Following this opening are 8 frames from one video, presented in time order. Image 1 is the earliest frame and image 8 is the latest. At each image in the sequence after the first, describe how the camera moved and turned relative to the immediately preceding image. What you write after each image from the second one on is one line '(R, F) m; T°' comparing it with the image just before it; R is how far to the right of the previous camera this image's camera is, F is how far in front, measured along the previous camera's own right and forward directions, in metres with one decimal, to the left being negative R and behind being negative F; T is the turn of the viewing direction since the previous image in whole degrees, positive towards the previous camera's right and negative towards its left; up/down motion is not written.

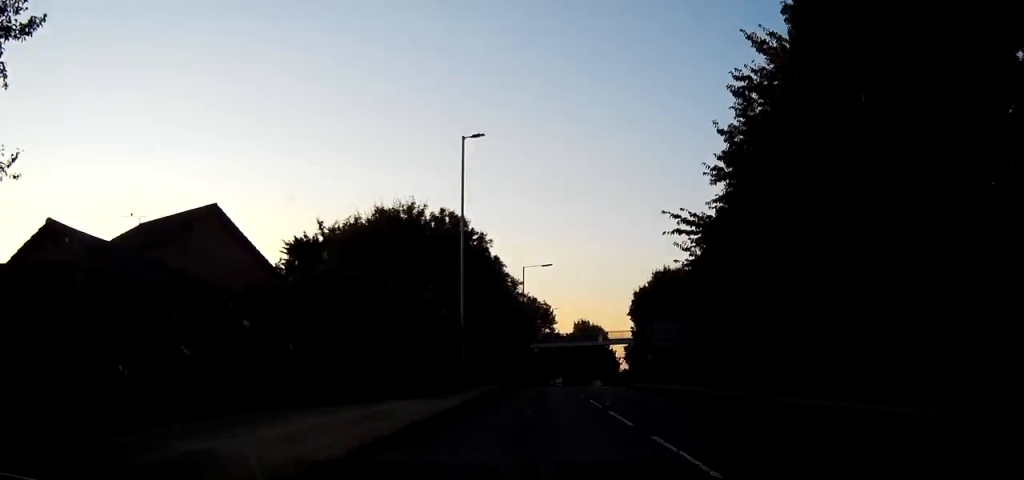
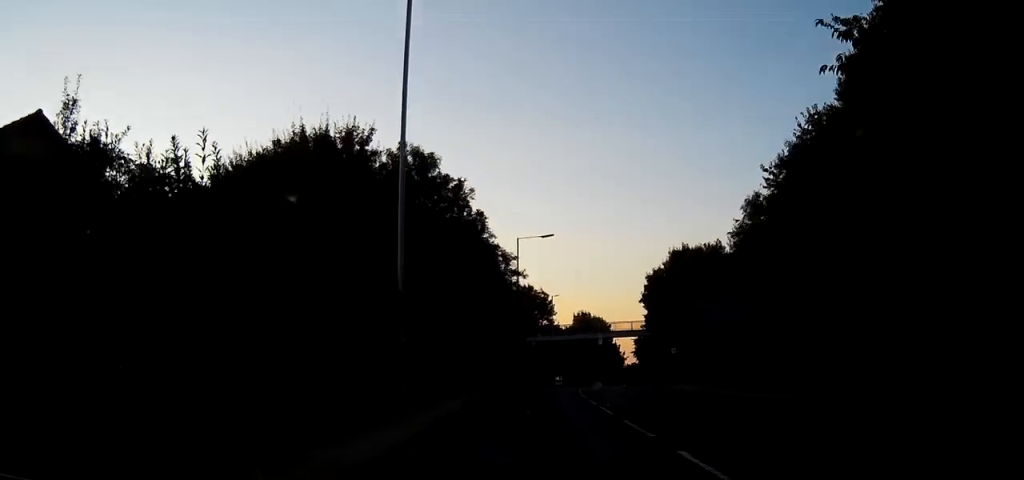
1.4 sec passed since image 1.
(-0.1, +13.5) m; 0°
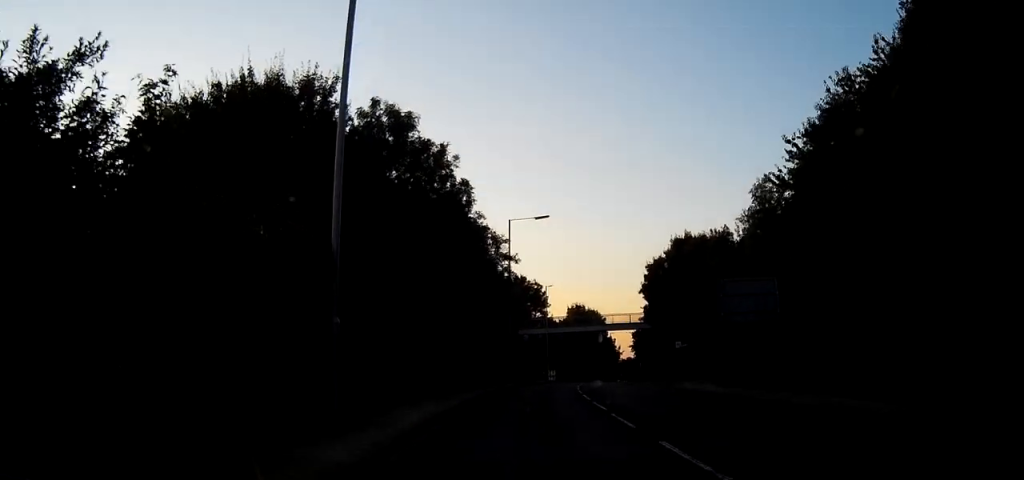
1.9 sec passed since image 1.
(0.0, +4.8) m; +1°
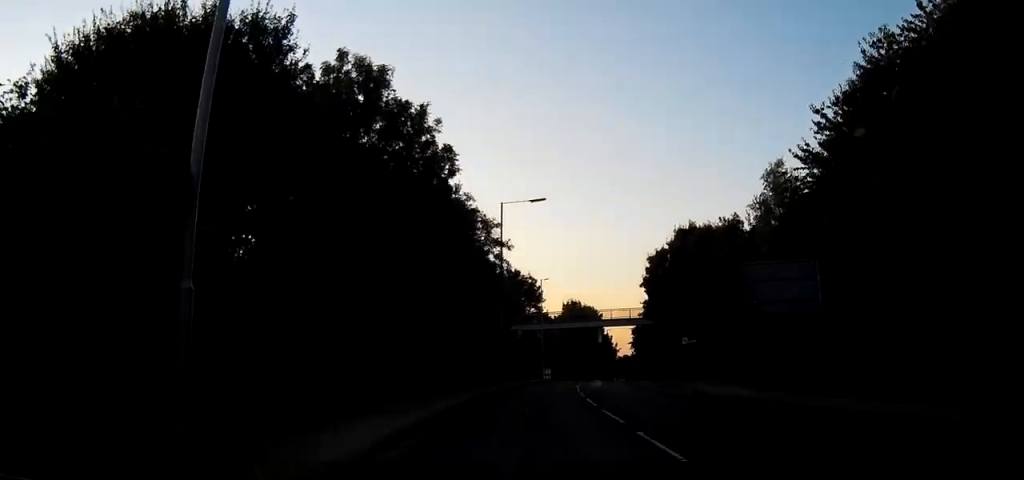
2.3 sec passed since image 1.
(0.0, +4.5) m; +1°
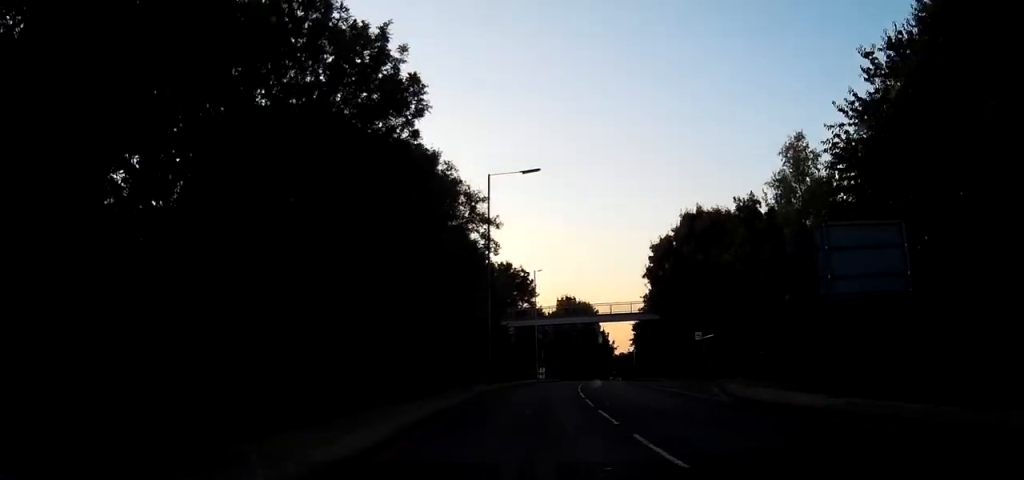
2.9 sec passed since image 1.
(+0.1, +6.3) m; +4°
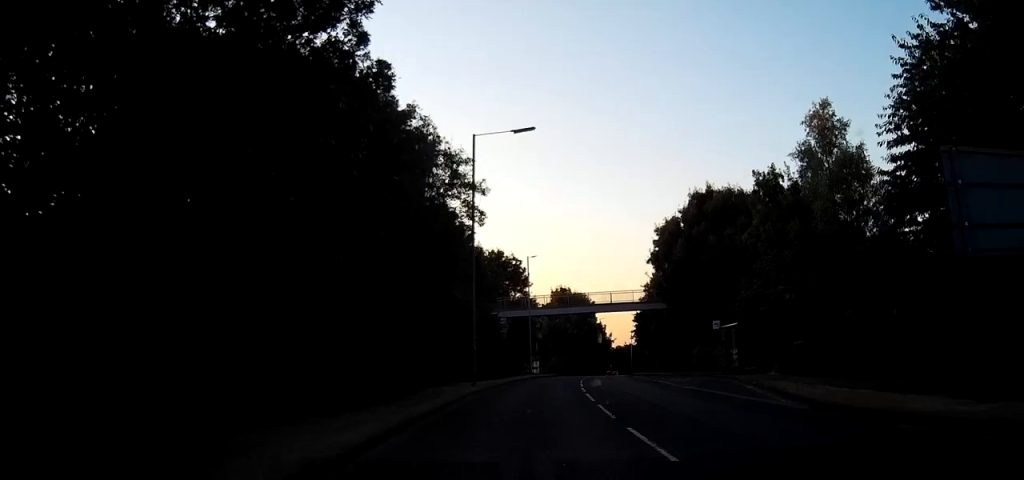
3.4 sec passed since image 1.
(0.0, +6.0) m; +2°
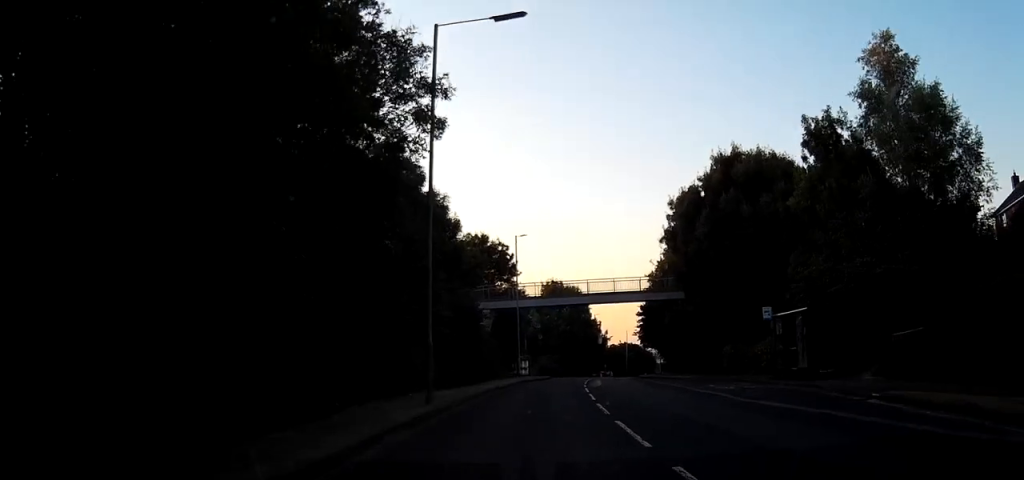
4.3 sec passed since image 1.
(+0.9, +10.6) m; -1°
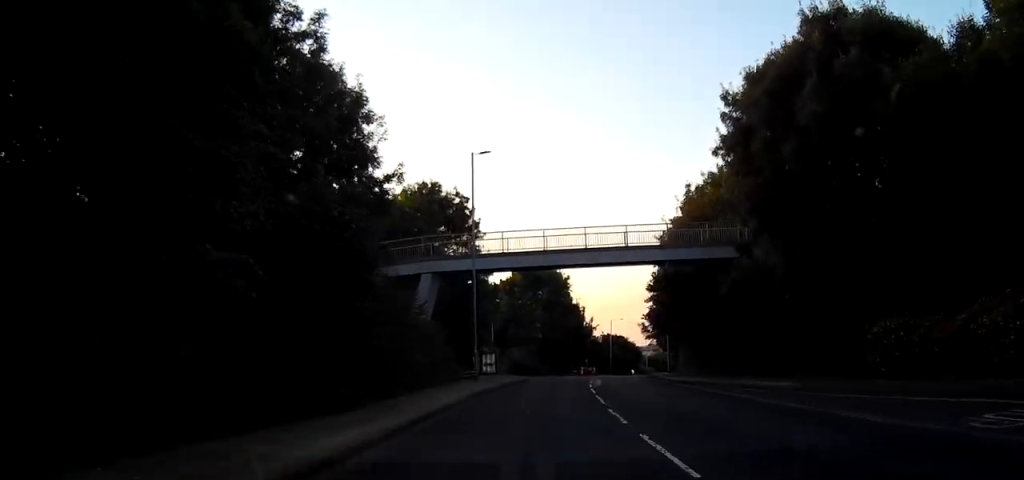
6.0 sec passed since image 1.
(-2.7, +21.2) m; -6°
